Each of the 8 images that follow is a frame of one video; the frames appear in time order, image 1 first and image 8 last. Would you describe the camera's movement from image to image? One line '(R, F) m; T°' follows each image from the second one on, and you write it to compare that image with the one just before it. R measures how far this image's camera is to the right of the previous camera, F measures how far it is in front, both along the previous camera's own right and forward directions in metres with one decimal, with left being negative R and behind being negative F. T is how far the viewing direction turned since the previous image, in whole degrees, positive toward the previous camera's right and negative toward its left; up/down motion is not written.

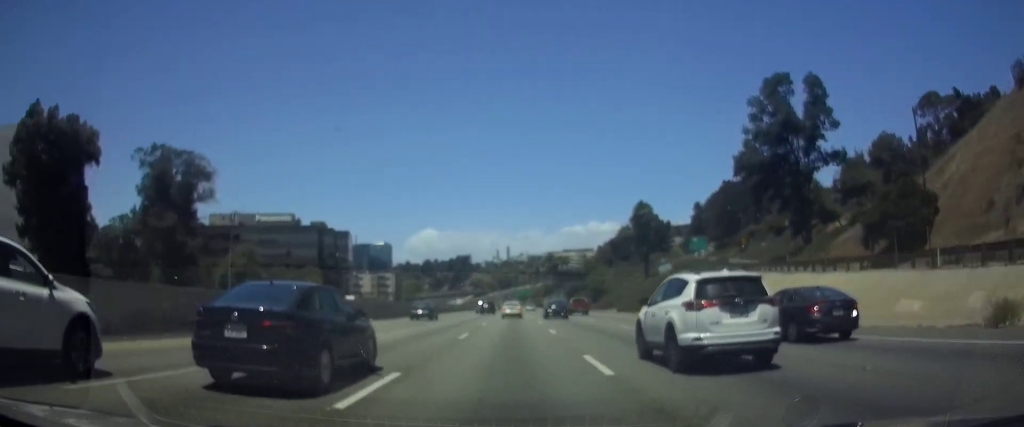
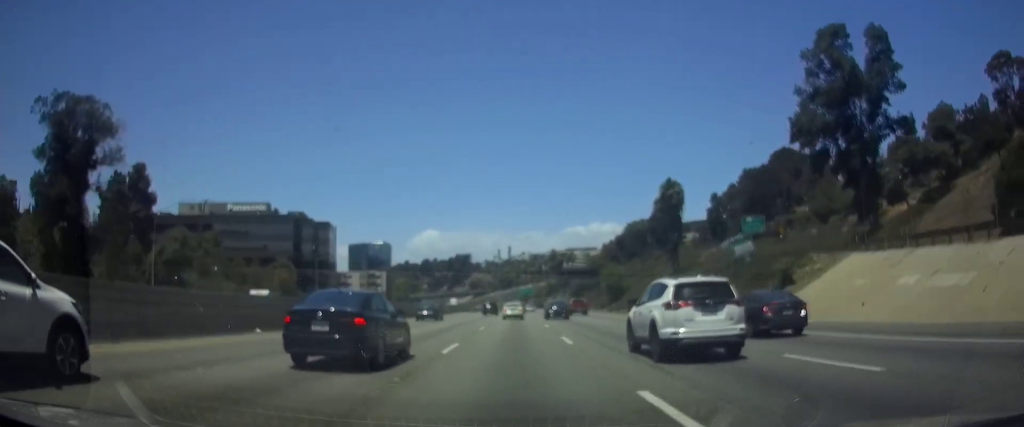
(0.0, +20.4) m; 0°
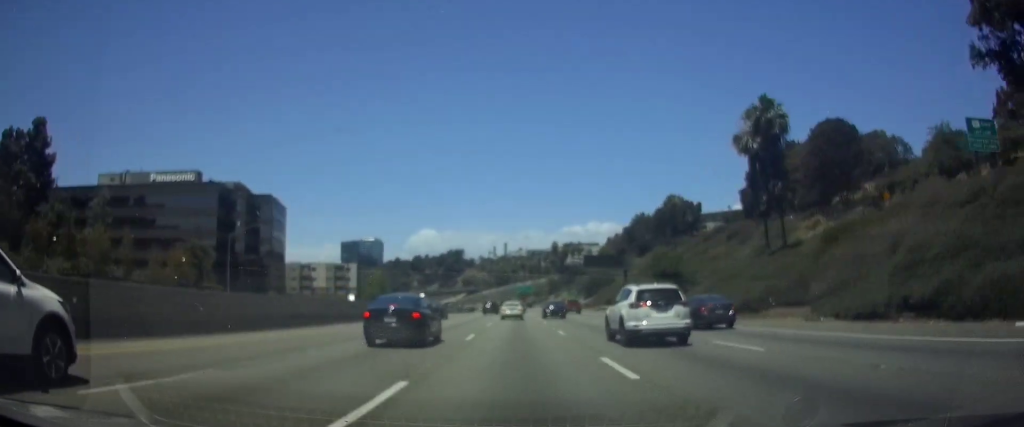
(-0.2, +38.9) m; 0°
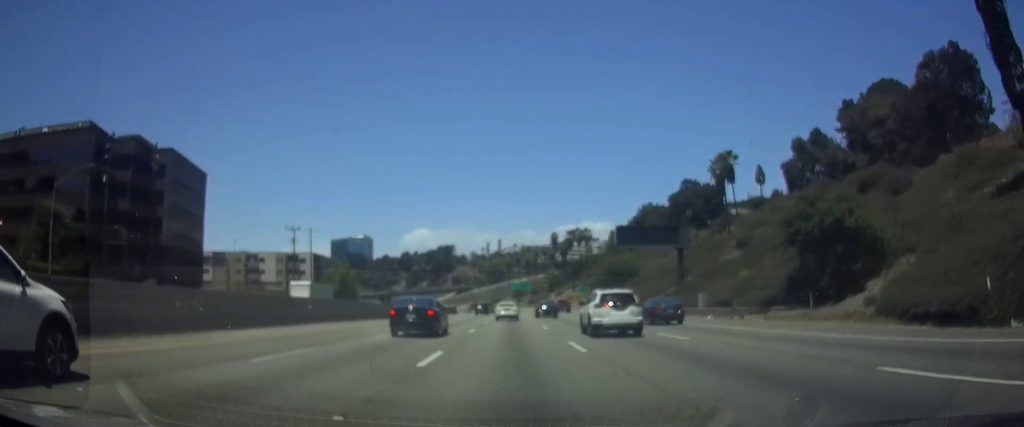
(+0.1, +38.5) m; +1°
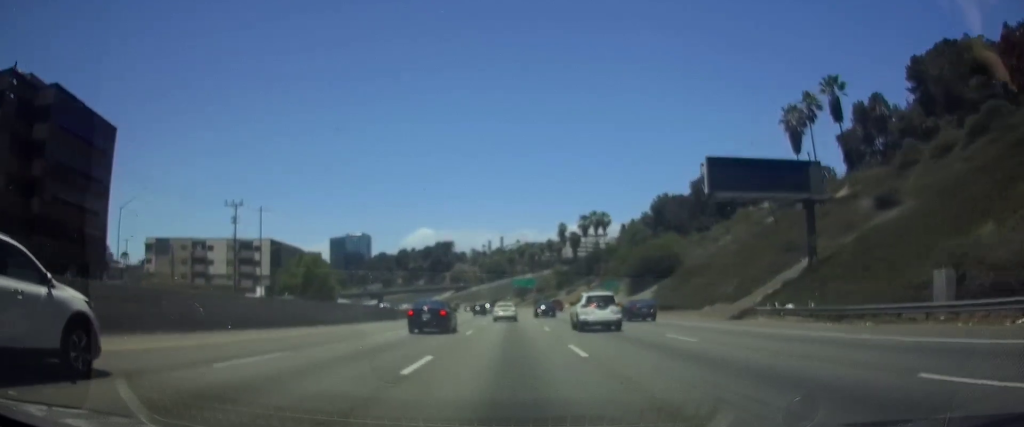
(+0.1, +30.8) m; 0°
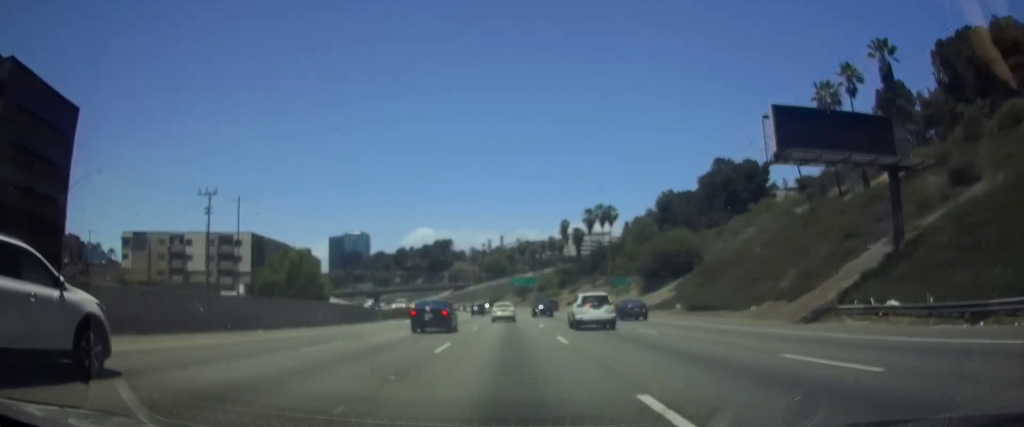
(0.0, +9.9) m; 0°
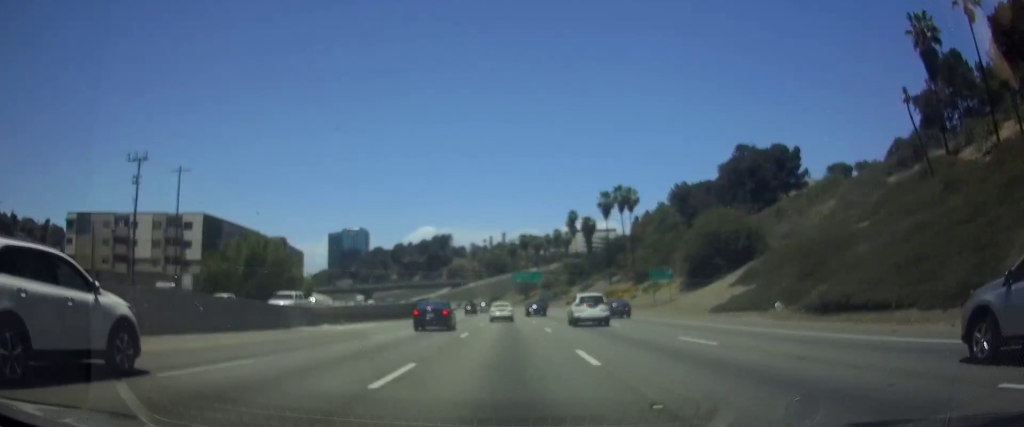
(-0.1, +21.5) m; 0°
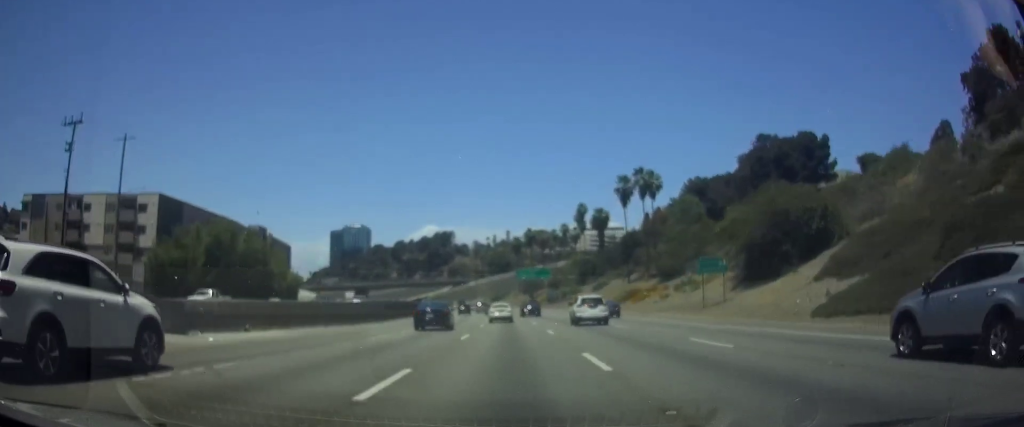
(0.0, +15.7) m; 0°
